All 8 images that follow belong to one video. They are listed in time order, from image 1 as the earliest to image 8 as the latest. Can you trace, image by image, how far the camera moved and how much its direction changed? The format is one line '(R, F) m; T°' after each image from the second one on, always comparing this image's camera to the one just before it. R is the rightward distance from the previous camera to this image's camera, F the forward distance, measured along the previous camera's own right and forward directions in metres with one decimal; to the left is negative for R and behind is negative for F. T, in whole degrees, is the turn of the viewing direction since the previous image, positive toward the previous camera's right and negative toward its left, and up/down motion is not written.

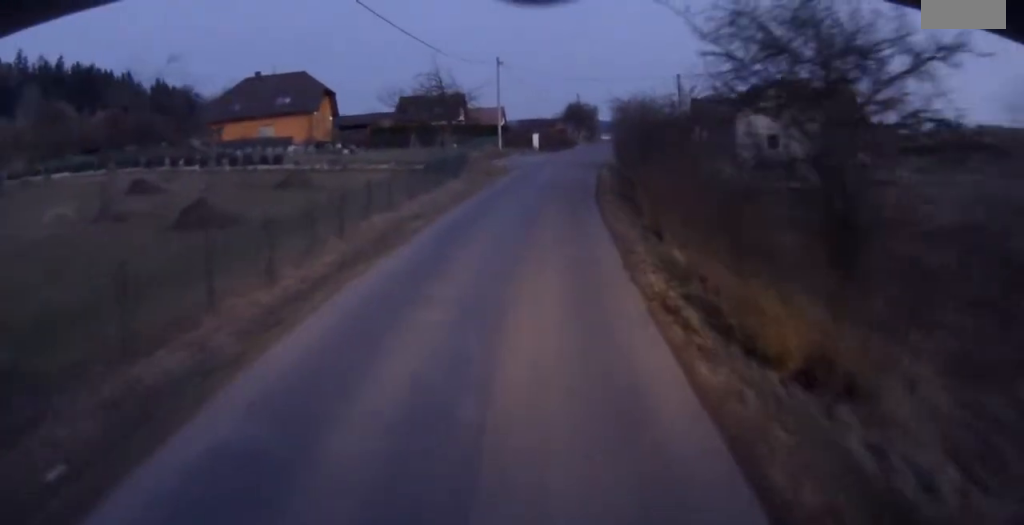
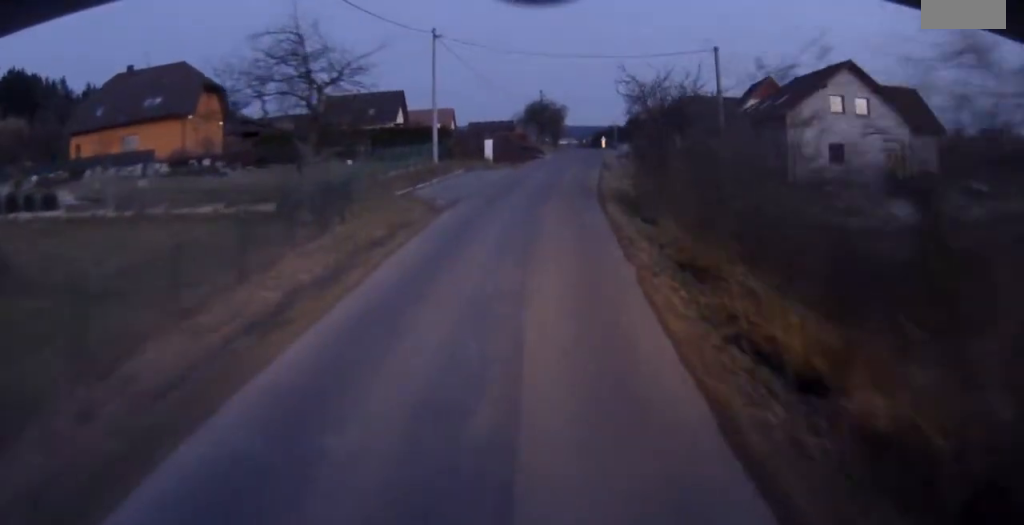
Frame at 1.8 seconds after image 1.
(+0.9, +22.8) m; +4°
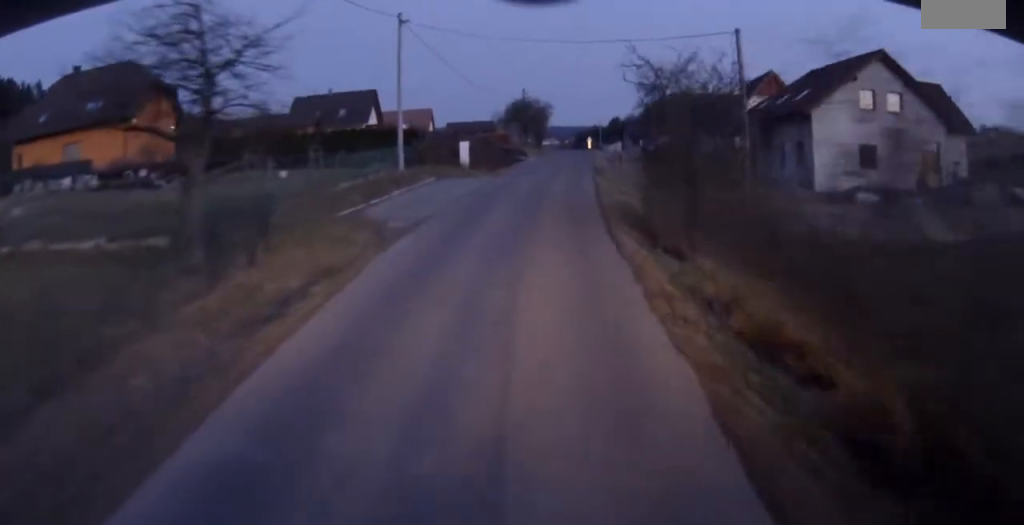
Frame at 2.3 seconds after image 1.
(+0.1, +6.9) m; +1°
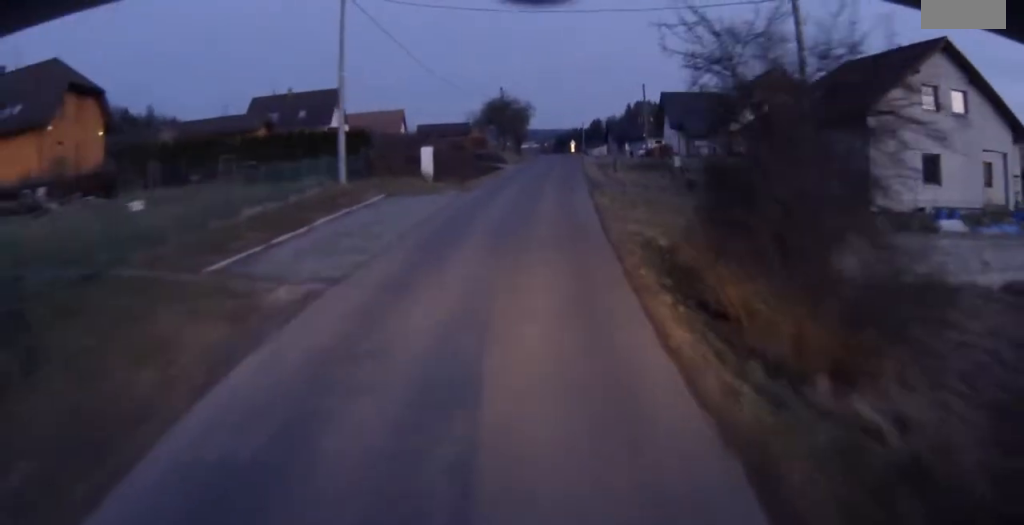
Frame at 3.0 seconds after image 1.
(0.0, +9.1) m; +1°
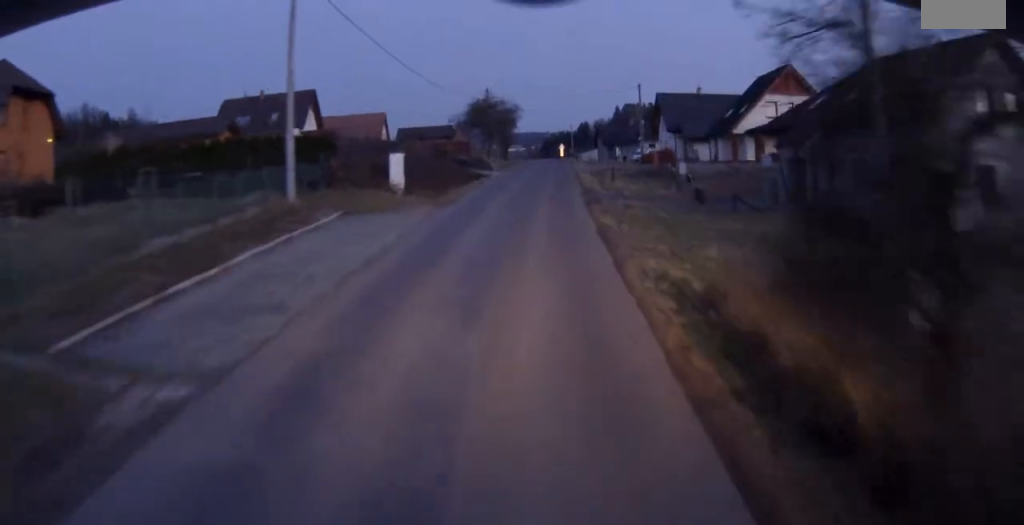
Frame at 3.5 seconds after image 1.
(+0.1, +5.6) m; +1°
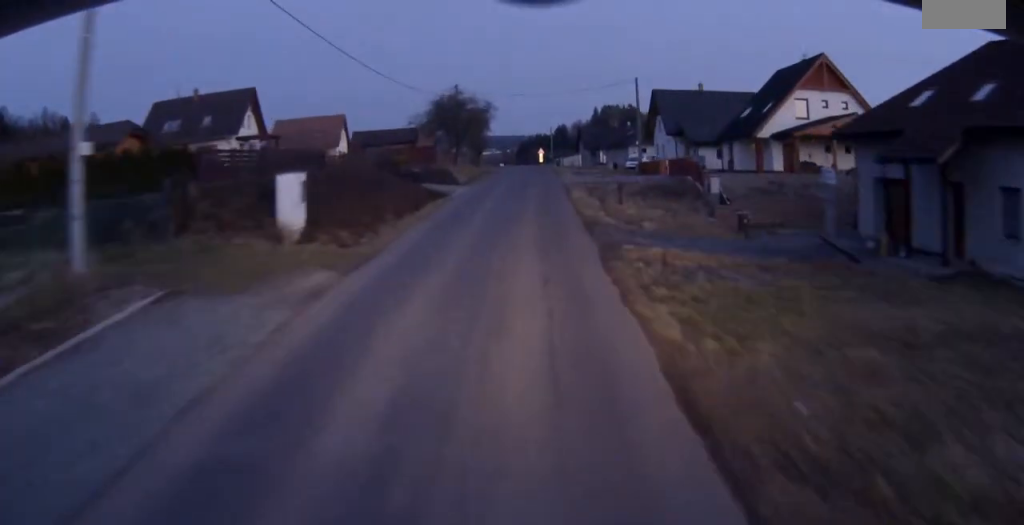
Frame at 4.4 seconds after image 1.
(+0.3, +12.5) m; +2°
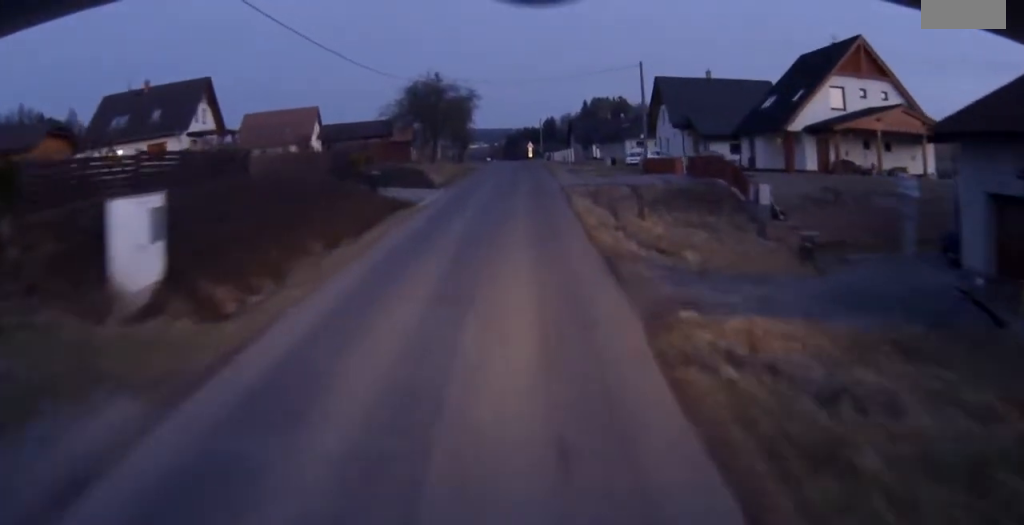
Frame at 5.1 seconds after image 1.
(+0.1, +8.2) m; 0°
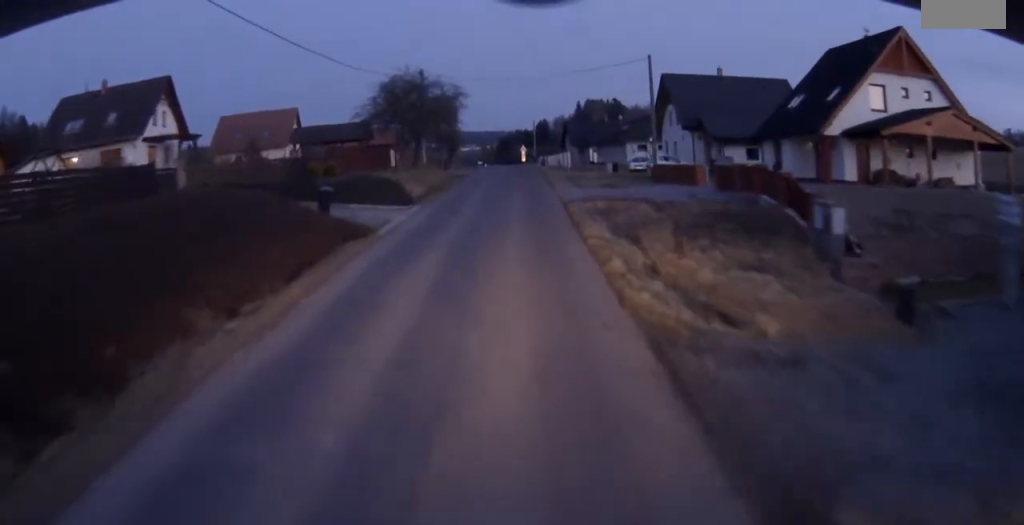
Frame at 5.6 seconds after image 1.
(0.0, +6.6) m; 0°
